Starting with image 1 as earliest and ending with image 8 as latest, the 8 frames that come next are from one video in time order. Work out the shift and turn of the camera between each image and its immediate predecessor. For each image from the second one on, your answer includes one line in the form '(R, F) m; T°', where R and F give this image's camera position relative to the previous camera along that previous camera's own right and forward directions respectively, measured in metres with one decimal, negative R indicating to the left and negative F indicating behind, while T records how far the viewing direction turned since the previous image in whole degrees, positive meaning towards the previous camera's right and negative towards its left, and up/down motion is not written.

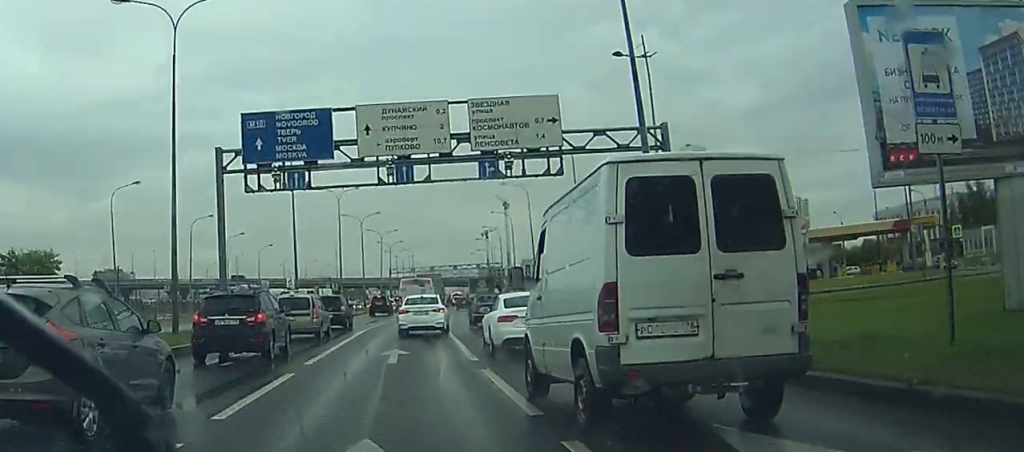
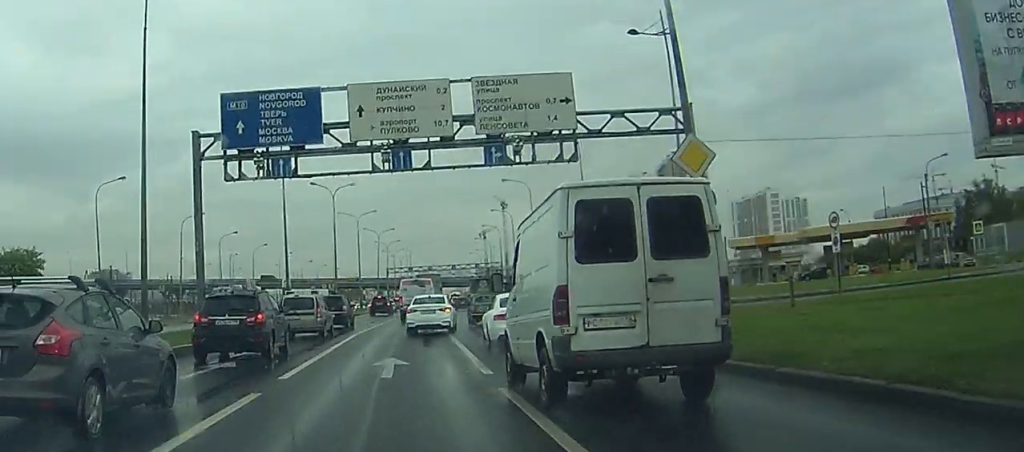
(0.0, +3.1) m; 0°
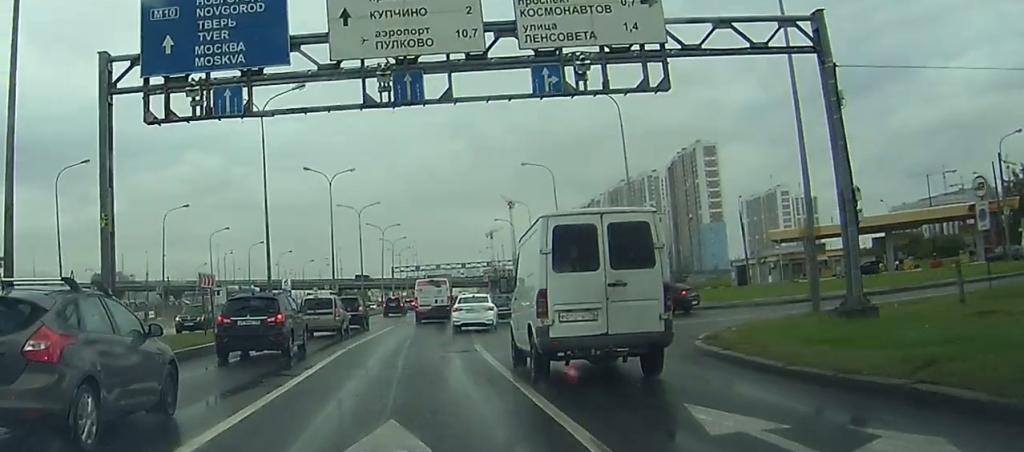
(+0.2, +9.2) m; +3°
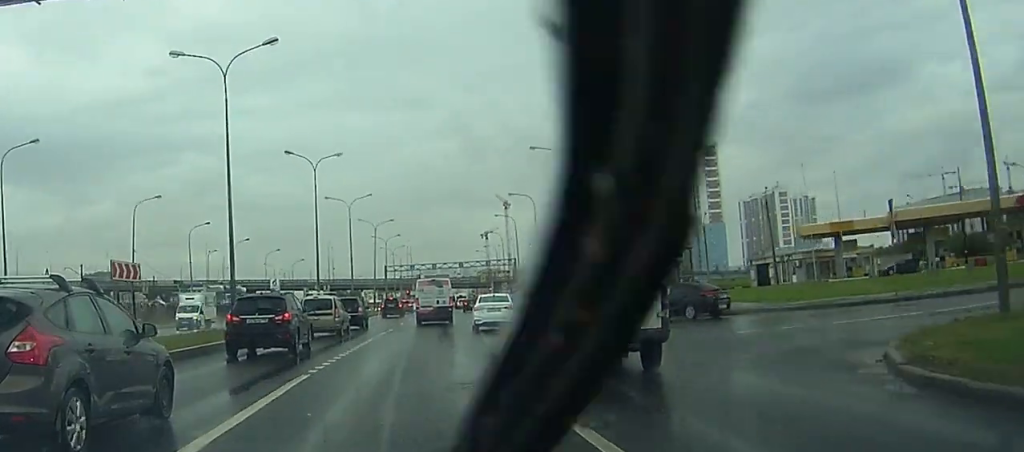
(+0.2, +7.5) m; +1°
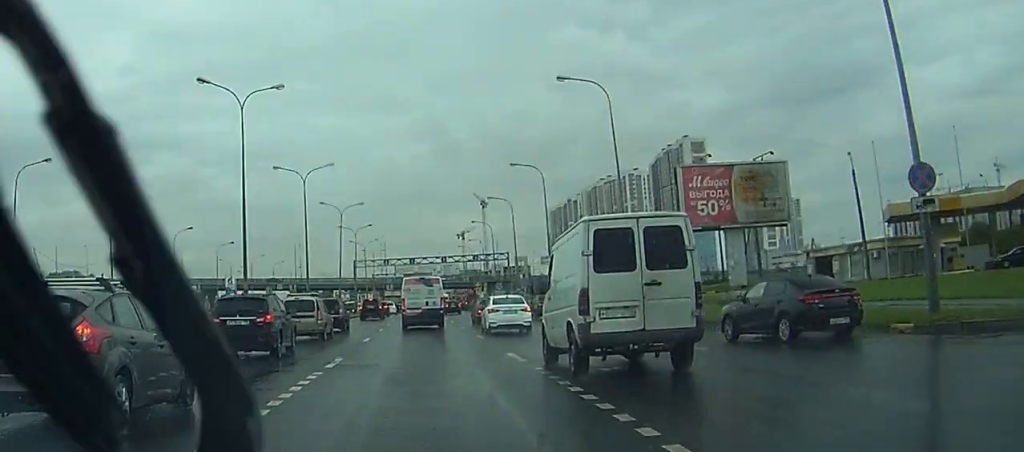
(-0.4, +20.3) m; -1°
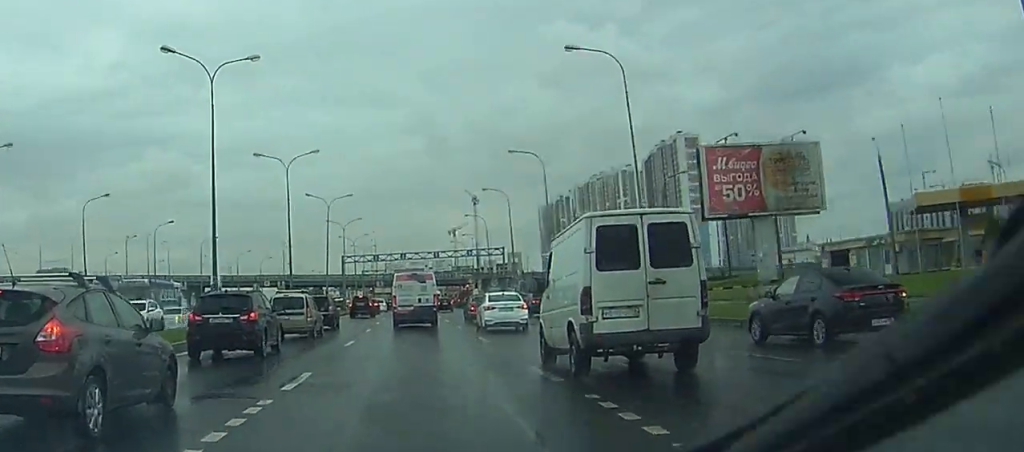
(0.0, +4.9) m; +1°
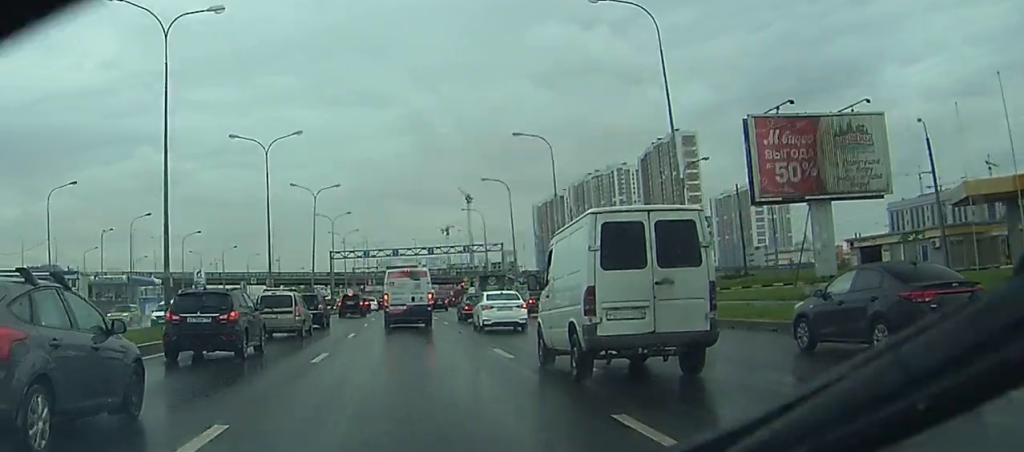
(+0.1, +6.8) m; +1°
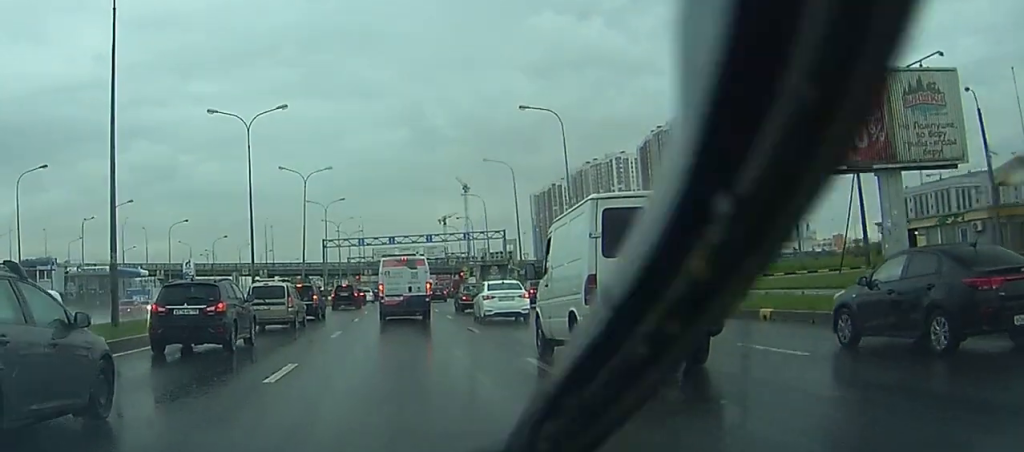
(0.0, +5.9) m; 0°
